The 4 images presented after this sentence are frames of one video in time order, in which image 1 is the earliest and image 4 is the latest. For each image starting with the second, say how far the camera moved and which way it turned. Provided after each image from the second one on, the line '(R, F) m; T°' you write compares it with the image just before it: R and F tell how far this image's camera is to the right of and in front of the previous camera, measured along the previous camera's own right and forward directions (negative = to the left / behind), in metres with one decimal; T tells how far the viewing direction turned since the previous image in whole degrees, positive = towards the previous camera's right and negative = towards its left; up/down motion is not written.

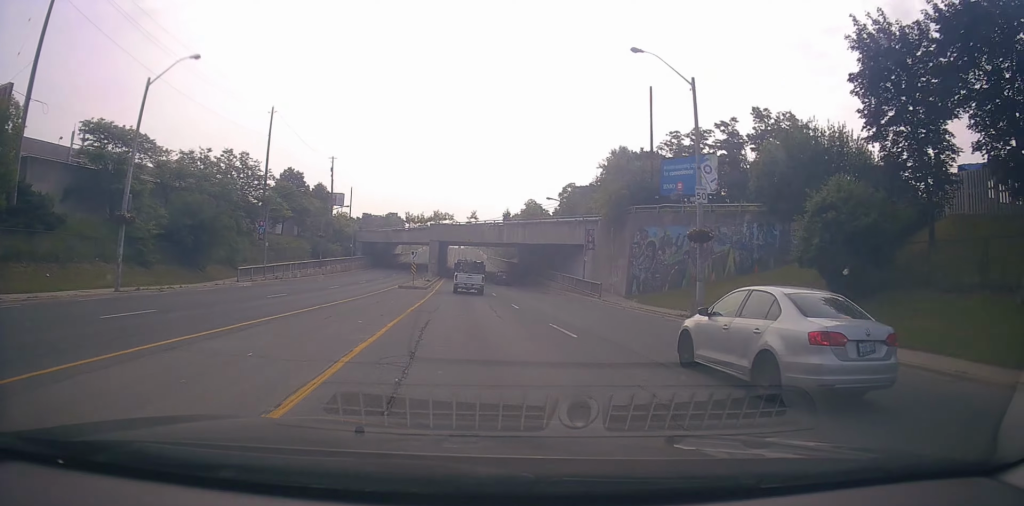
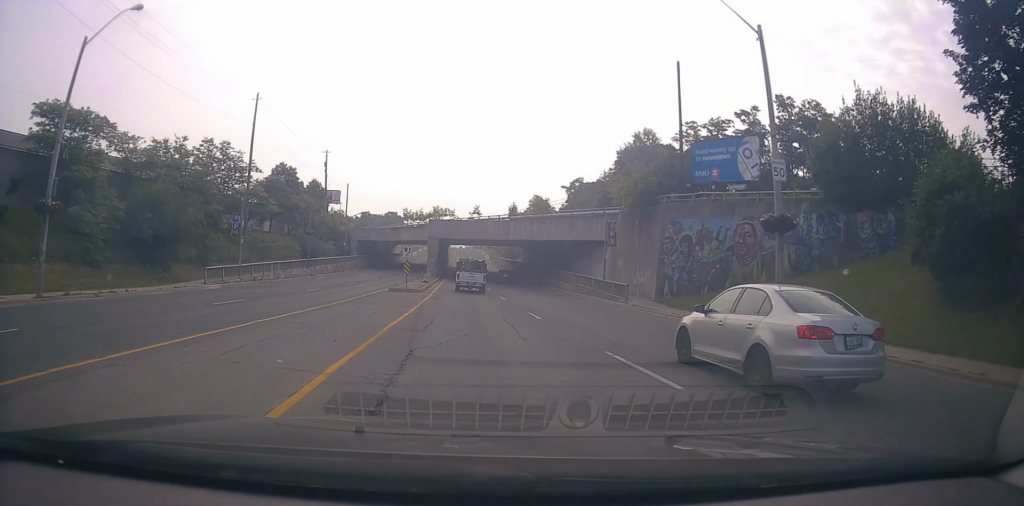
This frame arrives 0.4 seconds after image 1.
(0.0, +6.3) m; 0°
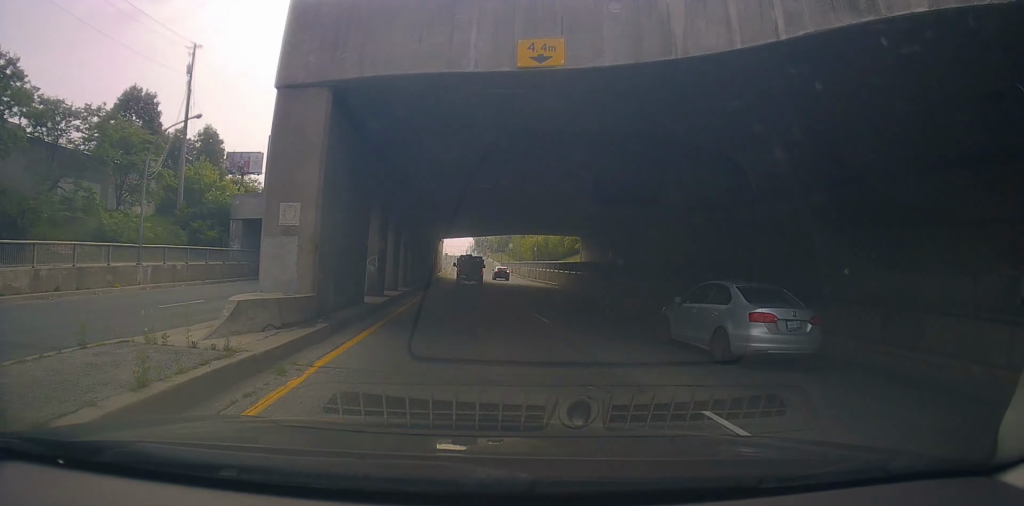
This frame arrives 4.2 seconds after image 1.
(+1.0, +56.4) m; +1°
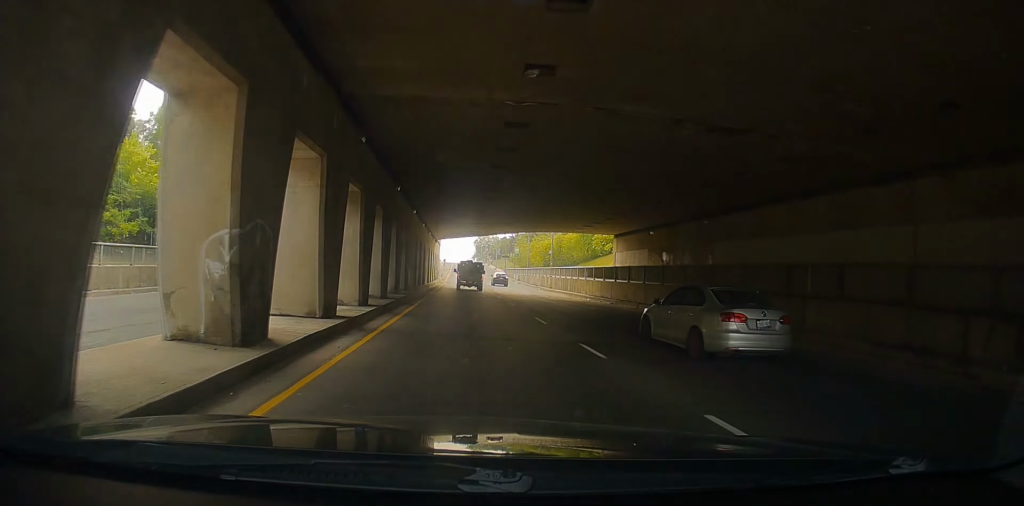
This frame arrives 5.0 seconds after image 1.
(0.0, +12.8) m; 0°
